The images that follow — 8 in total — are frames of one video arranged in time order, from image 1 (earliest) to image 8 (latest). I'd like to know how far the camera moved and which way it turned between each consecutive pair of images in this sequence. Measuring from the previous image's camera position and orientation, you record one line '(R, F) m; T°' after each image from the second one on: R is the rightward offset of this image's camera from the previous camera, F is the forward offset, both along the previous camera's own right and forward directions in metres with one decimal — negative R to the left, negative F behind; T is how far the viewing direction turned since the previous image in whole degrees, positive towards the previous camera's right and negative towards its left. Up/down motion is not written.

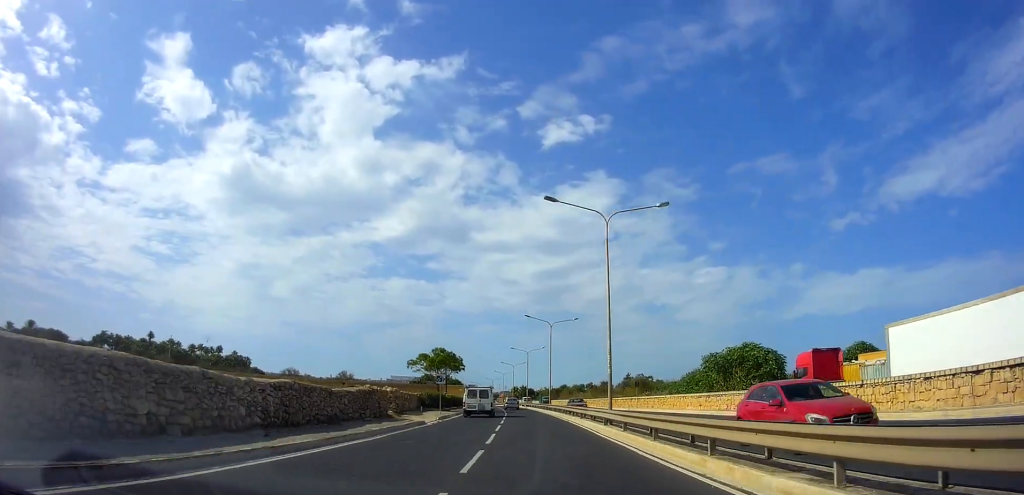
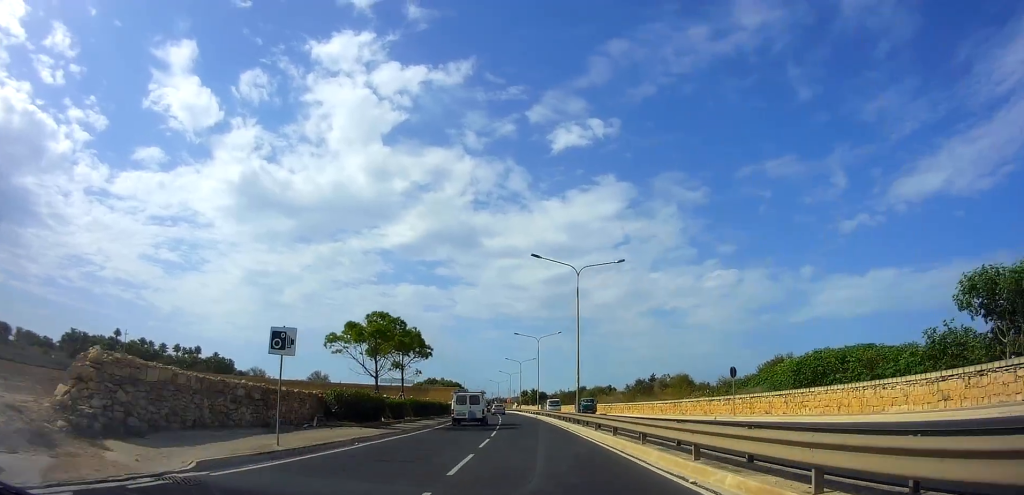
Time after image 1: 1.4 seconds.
(-0.1, +23.9) m; 0°
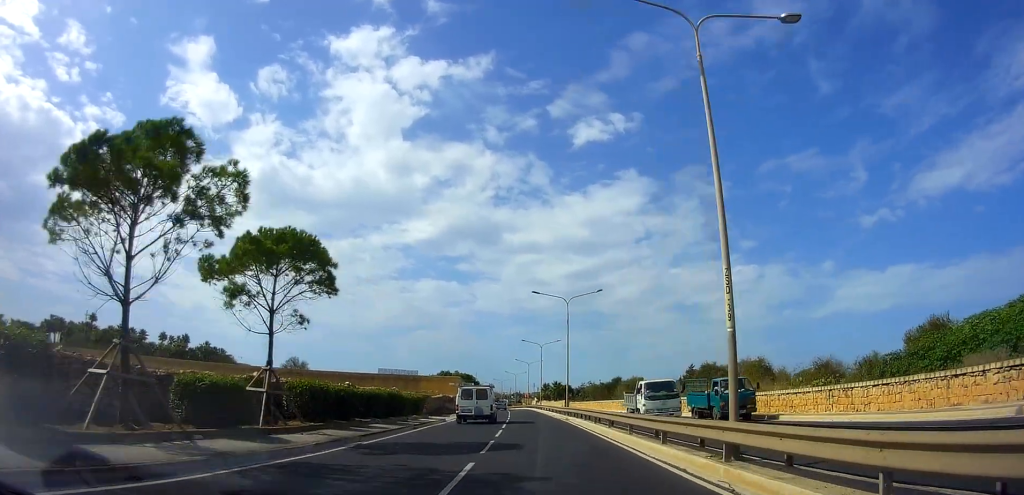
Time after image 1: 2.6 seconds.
(0.0, +20.9) m; -1°
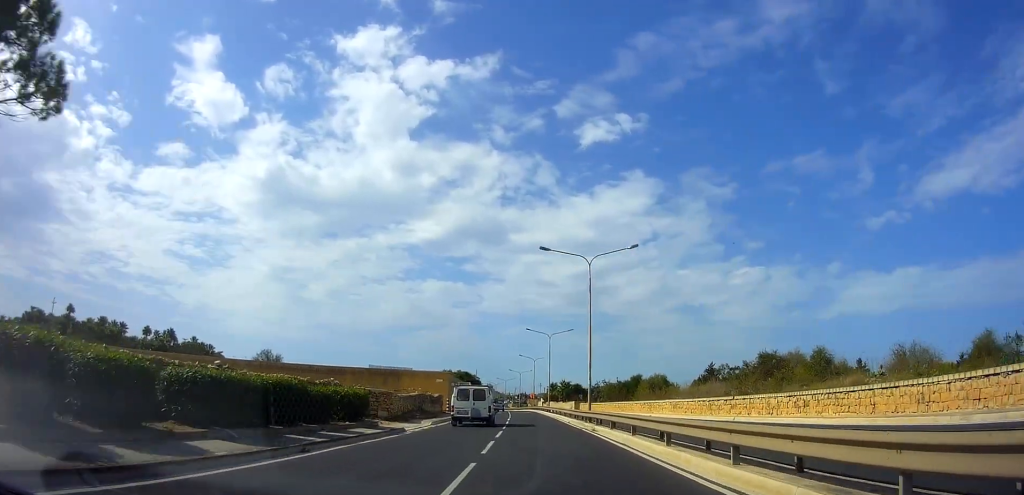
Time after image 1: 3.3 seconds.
(-0.1, +12.2) m; -1°
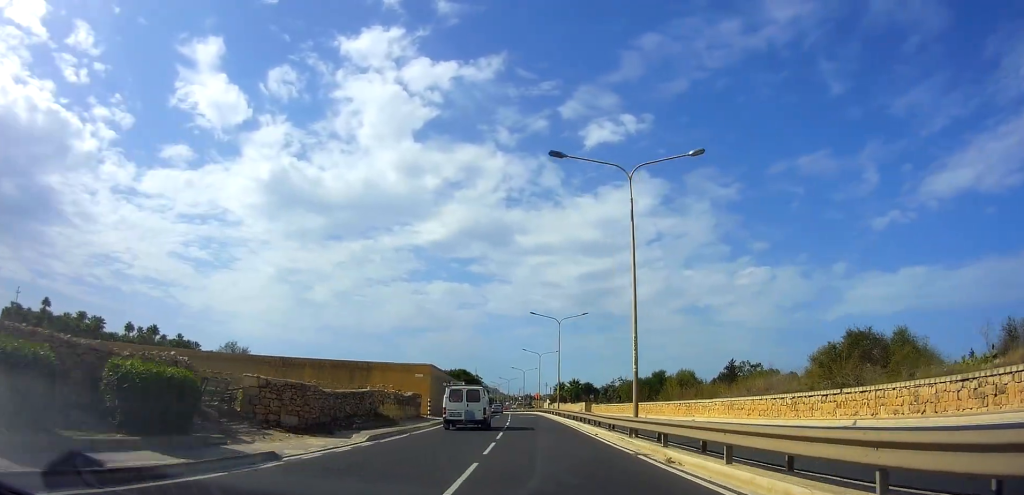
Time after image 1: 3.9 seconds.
(+0.1, +11.6) m; -1°
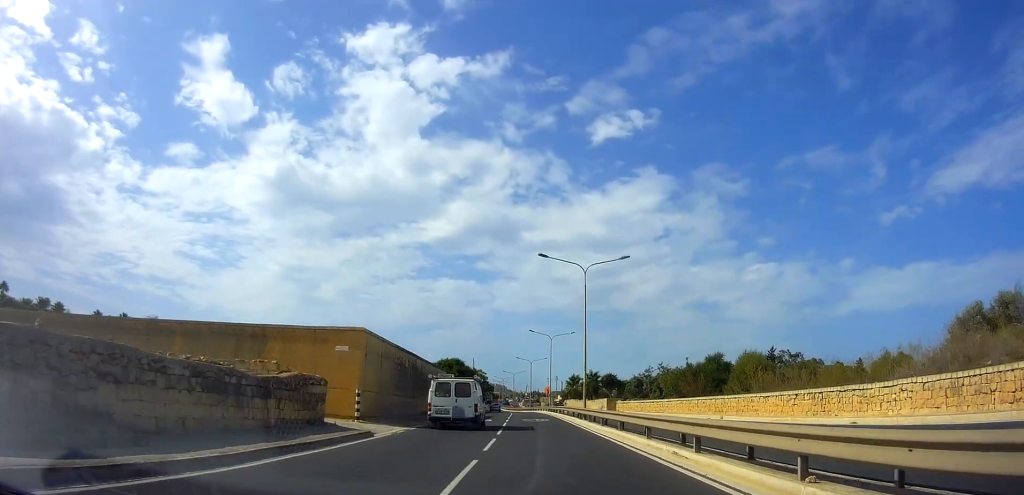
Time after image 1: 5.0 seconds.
(-0.6, +18.4) m; -2°
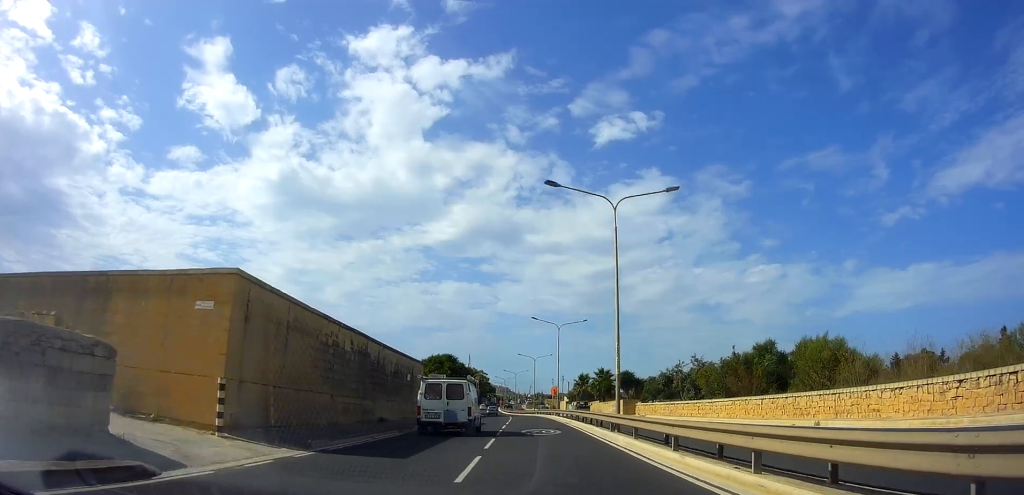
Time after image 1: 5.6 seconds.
(-0.2, +10.9) m; +2°
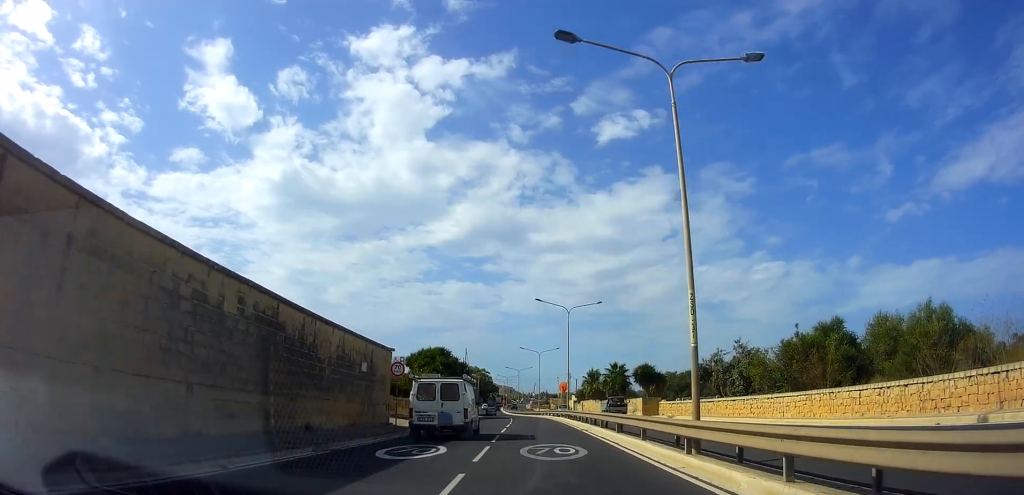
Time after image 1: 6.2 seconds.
(+0.1, +9.1) m; +1°
